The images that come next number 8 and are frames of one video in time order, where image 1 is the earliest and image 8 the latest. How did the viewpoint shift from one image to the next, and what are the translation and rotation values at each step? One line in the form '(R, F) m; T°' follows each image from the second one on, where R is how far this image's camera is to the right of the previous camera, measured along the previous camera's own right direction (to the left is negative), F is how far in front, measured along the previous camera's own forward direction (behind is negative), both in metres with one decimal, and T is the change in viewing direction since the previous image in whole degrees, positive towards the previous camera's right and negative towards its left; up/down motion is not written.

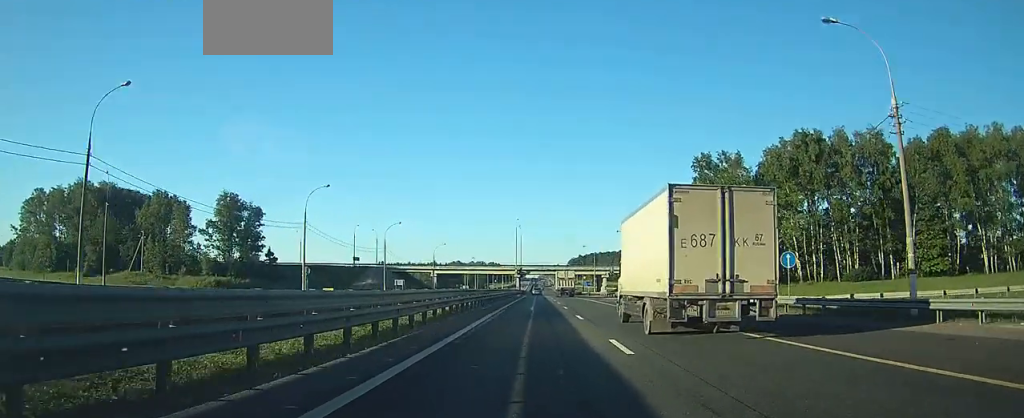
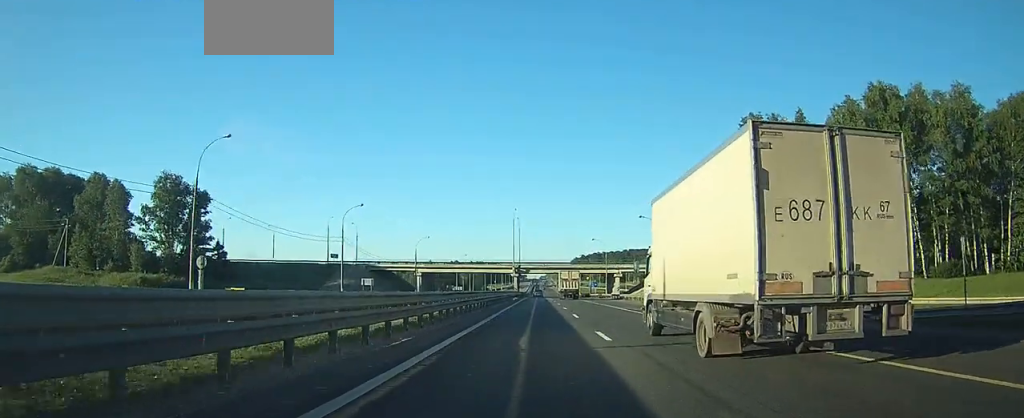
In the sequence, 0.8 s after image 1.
(+0.1, +20.4) m; 0°
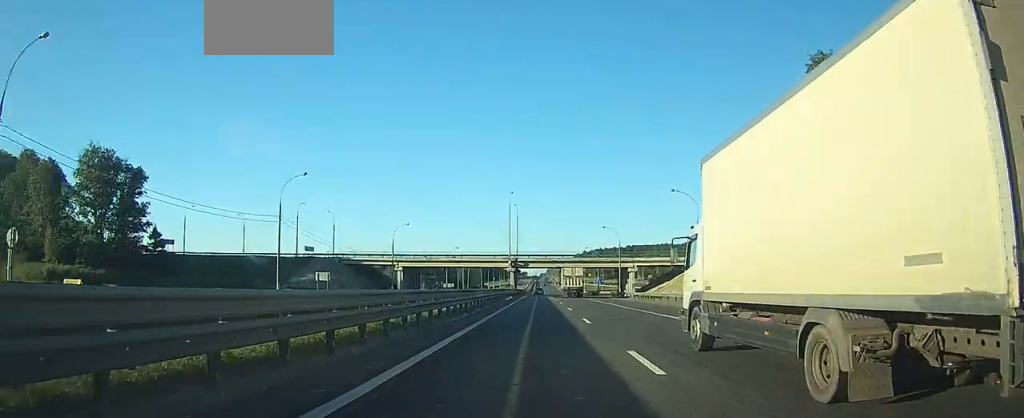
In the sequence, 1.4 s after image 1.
(0.0, +17.9) m; 0°
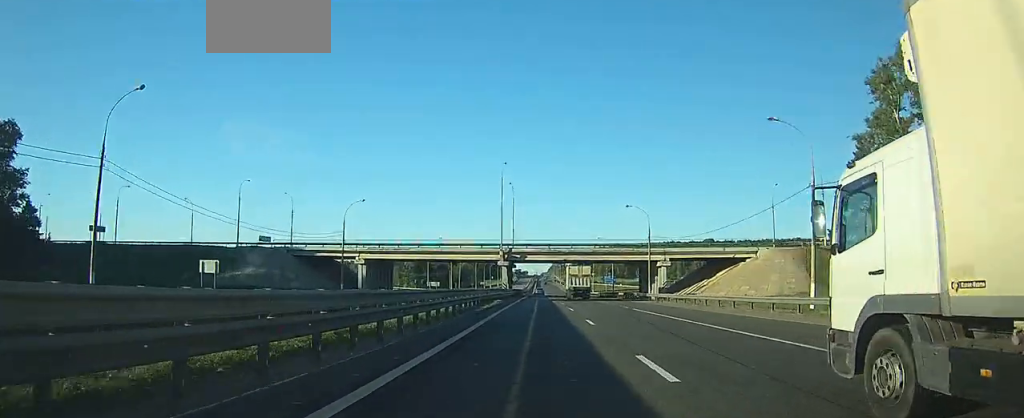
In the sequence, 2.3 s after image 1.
(+0.1, +24.3) m; 0°
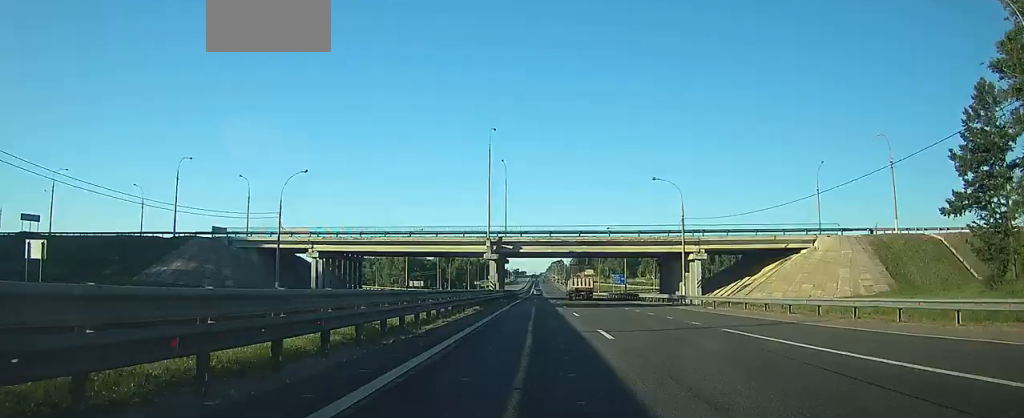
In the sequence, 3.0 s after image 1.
(0.0, +17.3) m; 0°
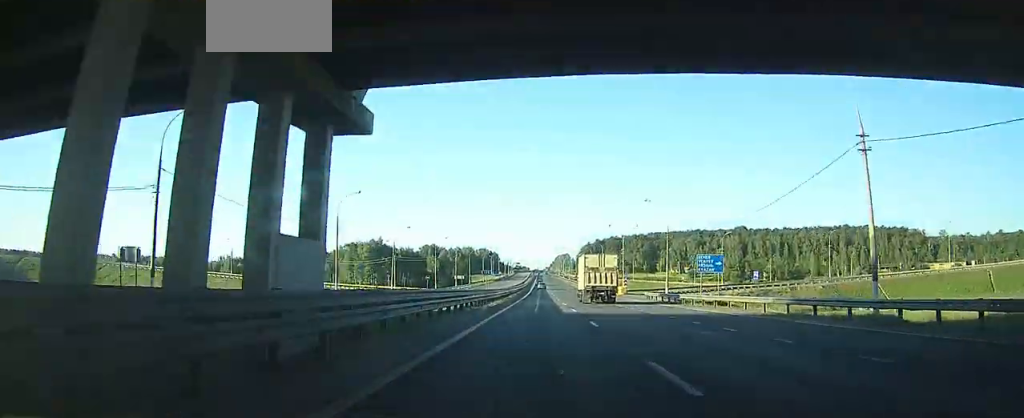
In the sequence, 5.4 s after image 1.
(0.0, +67.2) m; 0°
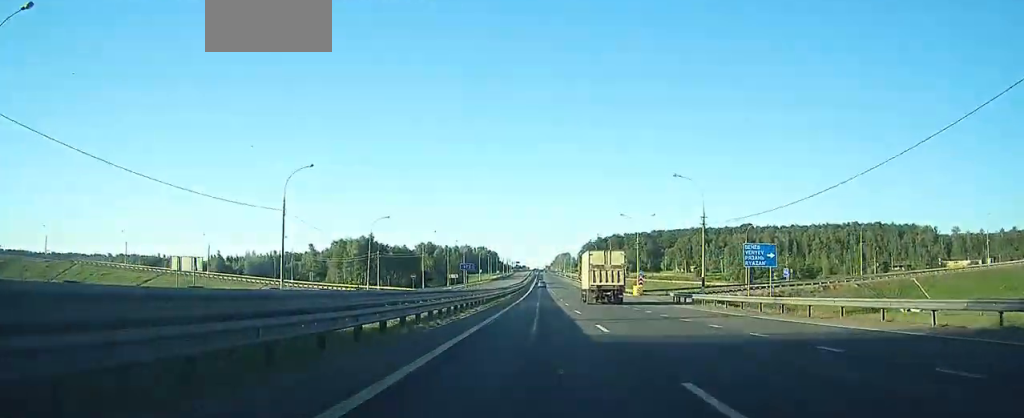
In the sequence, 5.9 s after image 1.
(0.0, +13.9) m; 0°
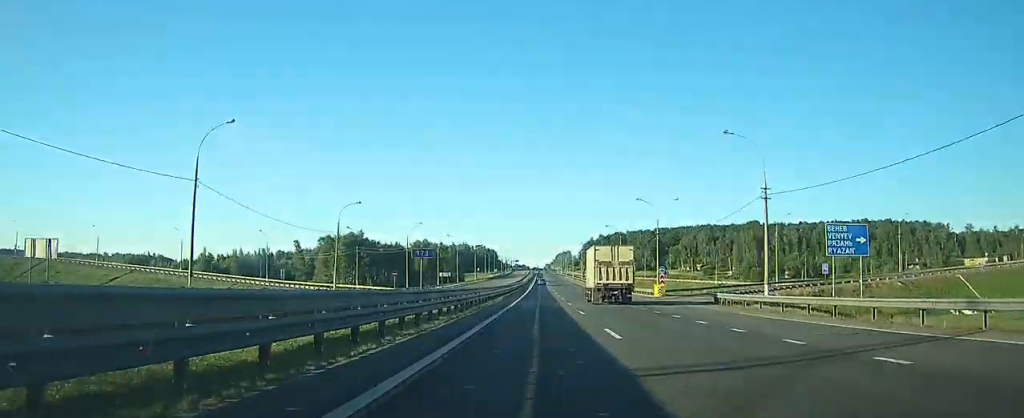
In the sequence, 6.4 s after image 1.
(0.0, +13.9) m; 0°
